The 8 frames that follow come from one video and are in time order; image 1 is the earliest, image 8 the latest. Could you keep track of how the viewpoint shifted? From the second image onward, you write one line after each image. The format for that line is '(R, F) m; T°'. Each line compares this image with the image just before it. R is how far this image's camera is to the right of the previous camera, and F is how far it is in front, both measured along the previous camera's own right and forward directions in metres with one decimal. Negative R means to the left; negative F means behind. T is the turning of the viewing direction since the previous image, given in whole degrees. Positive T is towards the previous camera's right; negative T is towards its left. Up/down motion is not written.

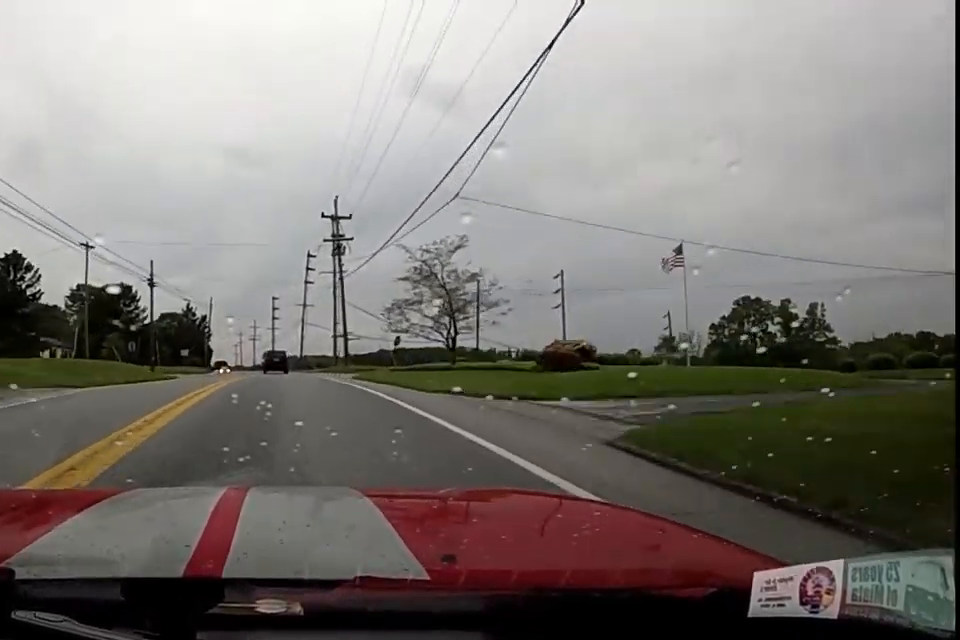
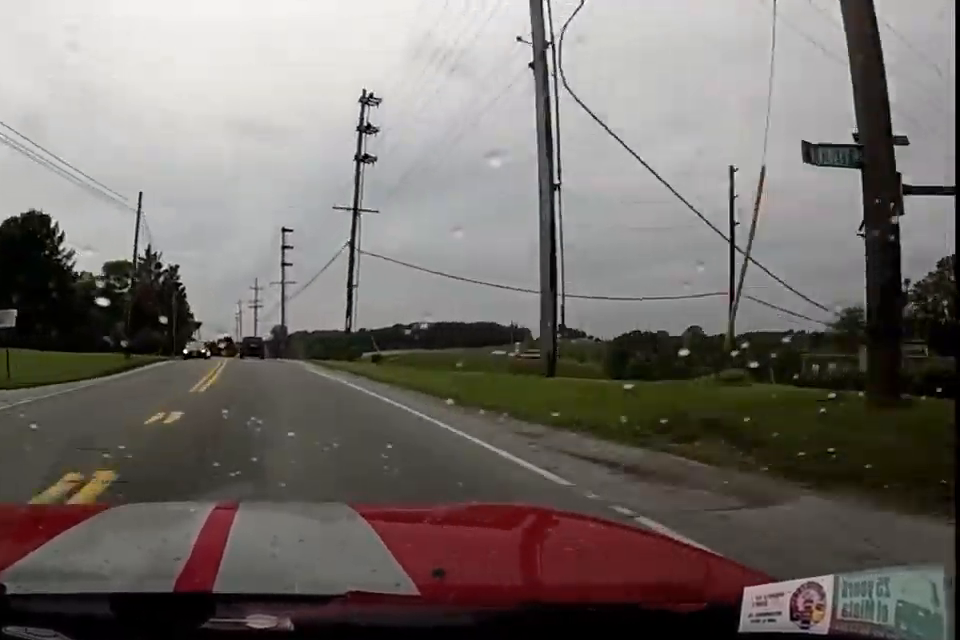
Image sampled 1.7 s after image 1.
(+0.4, +43.1) m; 0°
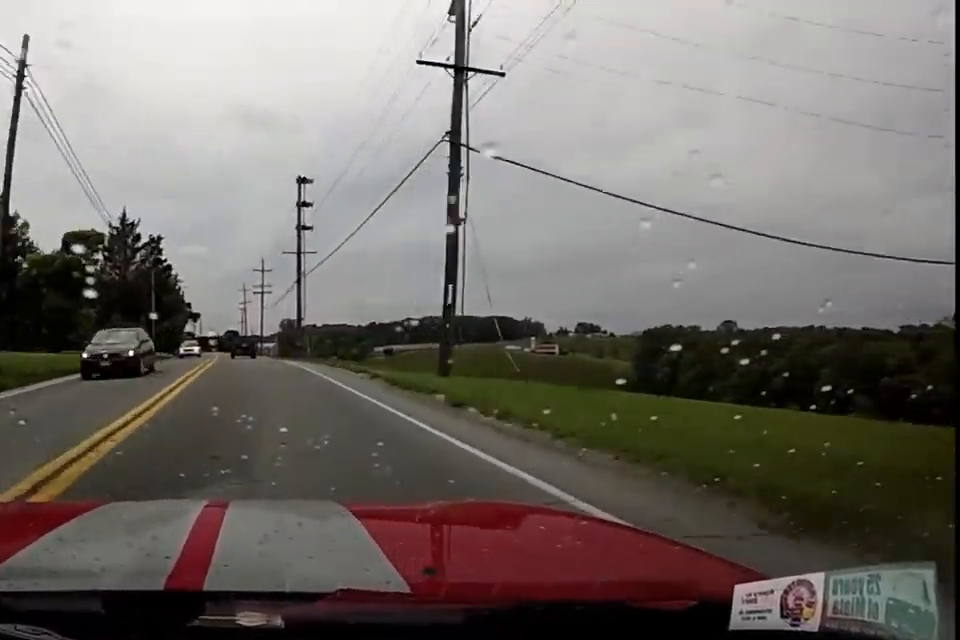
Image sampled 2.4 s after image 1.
(-0.9, +17.0) m; -2°
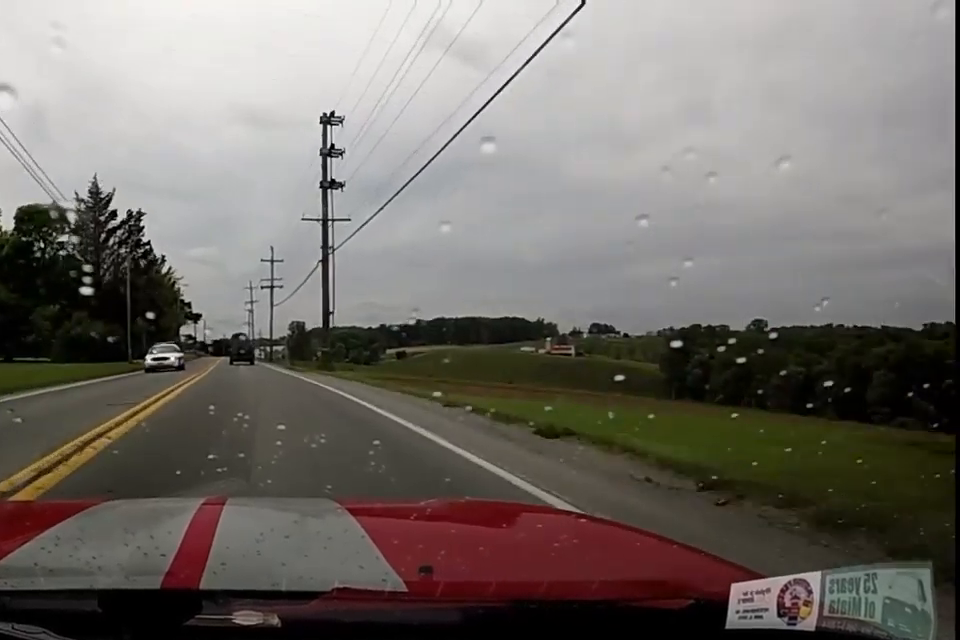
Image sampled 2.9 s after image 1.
(-0.2, +12.7) m; -2°
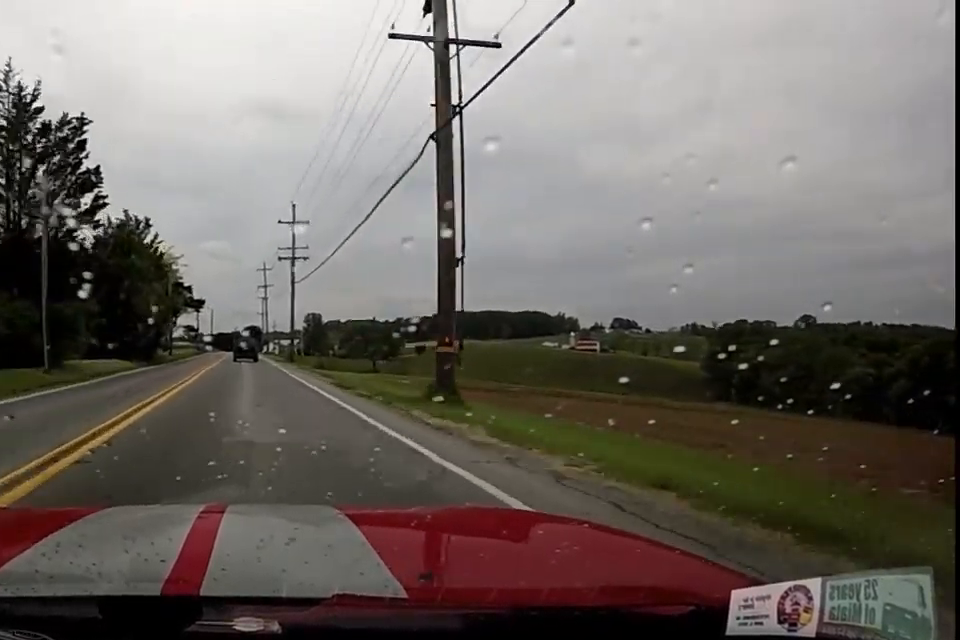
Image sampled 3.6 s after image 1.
(+0.2, +17.6) m; -3°
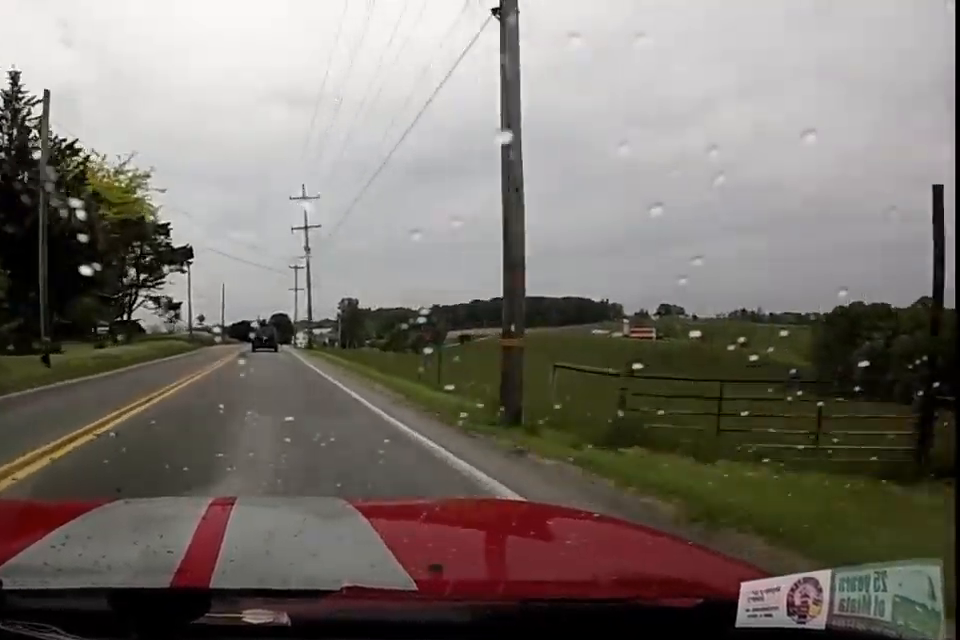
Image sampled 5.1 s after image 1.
(-1.0, +38.7) m; 0°
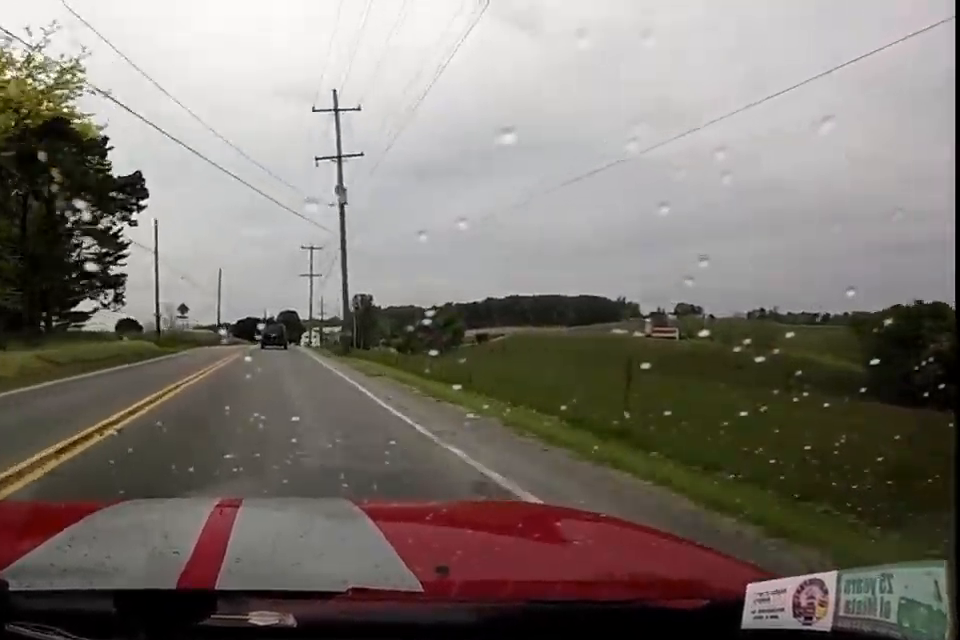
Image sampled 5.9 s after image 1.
(+0.4, +19.0) m; 0°
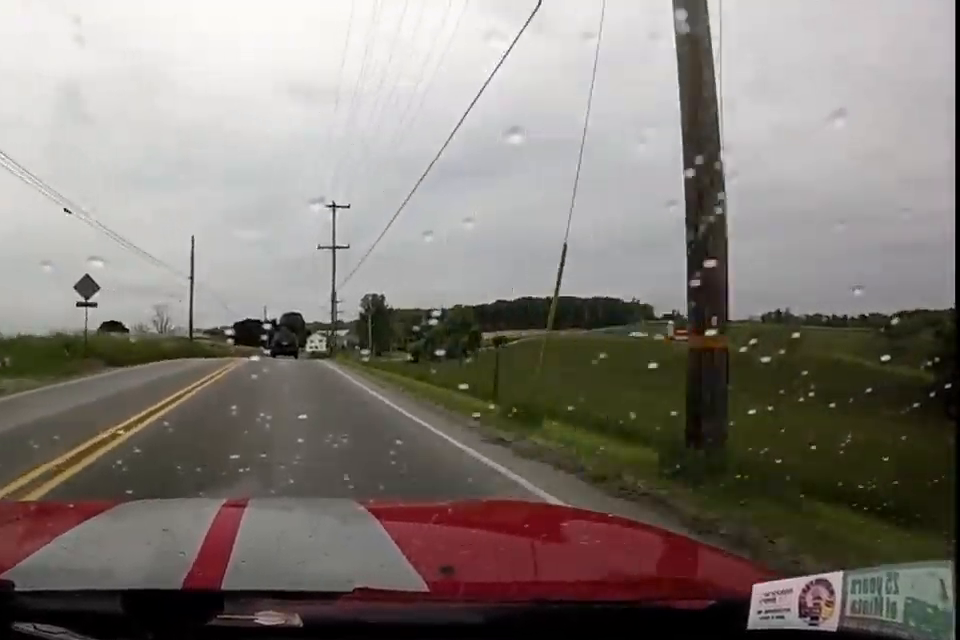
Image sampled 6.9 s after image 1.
(-0.5, +25.9) m; +1°
